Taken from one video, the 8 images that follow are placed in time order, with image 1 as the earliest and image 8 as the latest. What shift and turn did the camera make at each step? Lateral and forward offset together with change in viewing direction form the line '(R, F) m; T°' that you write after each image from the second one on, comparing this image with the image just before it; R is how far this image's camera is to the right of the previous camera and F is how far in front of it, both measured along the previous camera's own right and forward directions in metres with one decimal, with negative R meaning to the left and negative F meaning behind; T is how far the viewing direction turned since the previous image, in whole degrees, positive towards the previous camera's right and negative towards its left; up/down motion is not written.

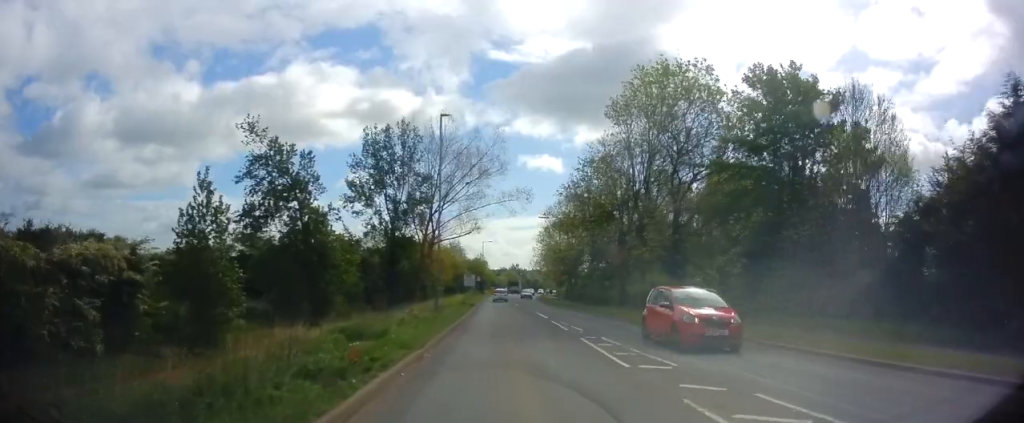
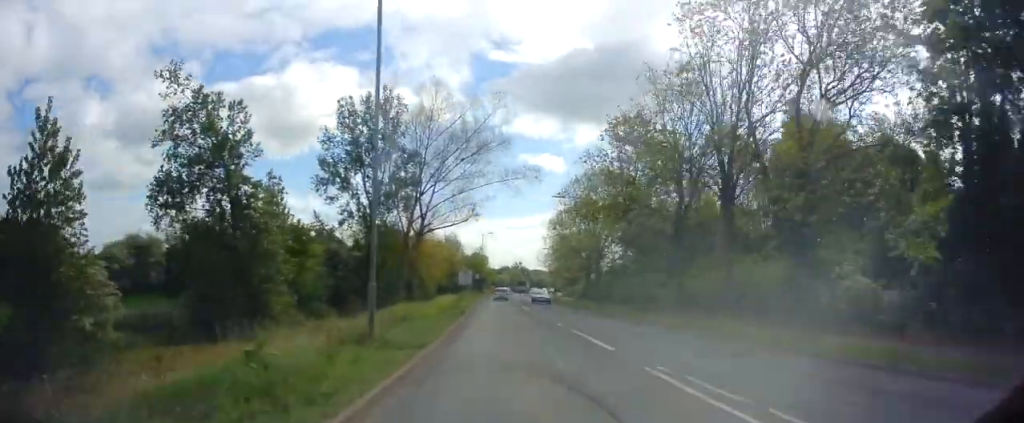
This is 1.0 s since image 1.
(0.0, +14.8) m; 0°
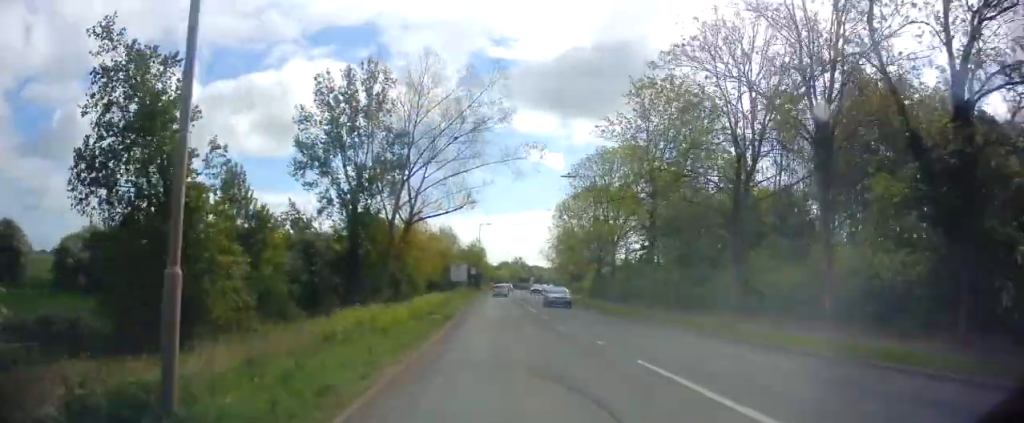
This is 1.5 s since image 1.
(0.0, +8.3) m; +1°
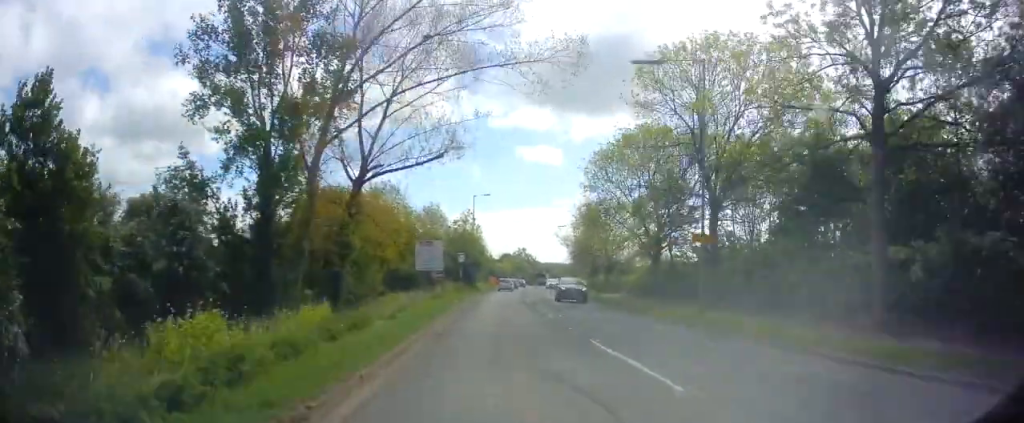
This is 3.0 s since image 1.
(+0.4, +23.9) m; -1°
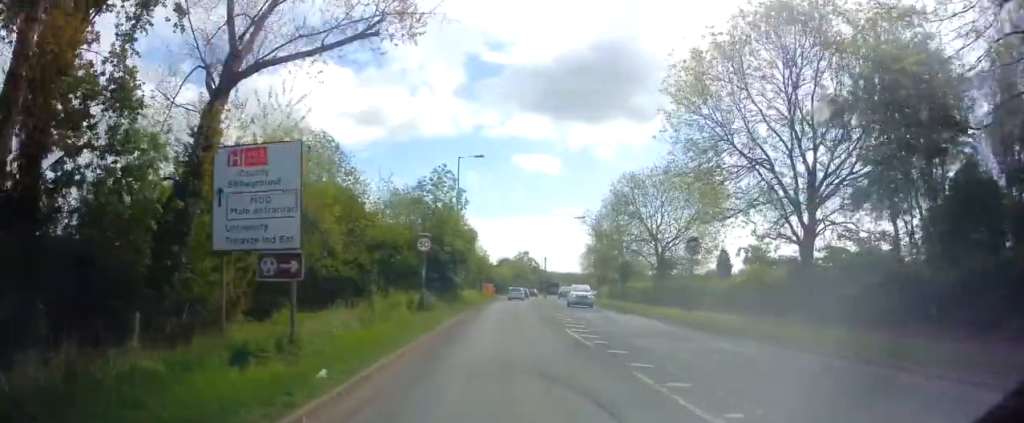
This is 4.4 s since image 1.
(-0.4, +21.6) m; +1°
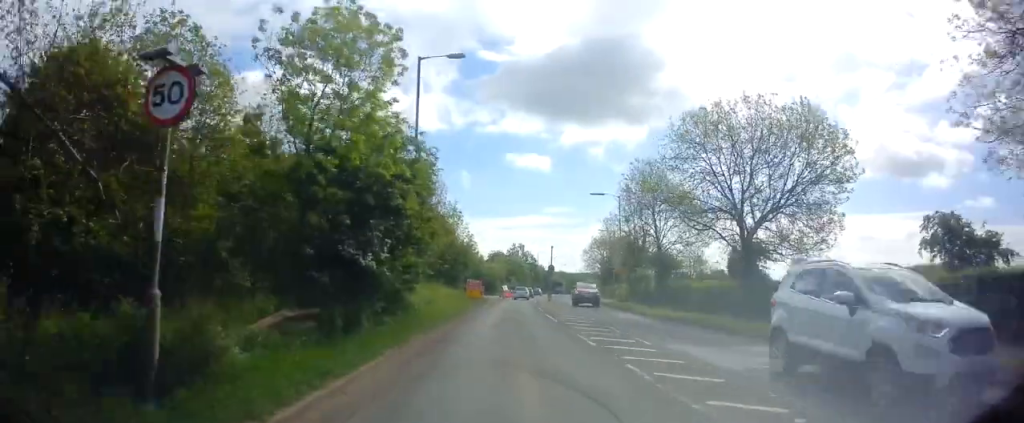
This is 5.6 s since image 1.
(+0.1, +17.2) m; +1°
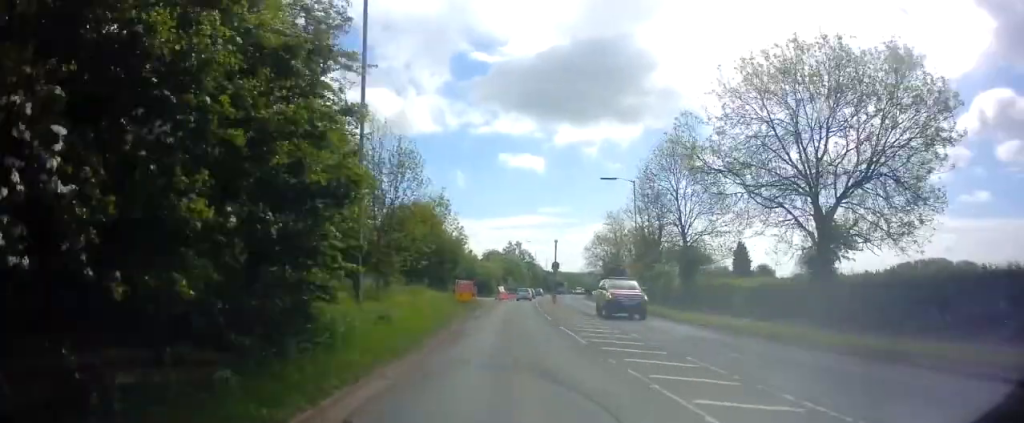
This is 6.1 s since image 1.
(0.0, +7.6) m; 0°
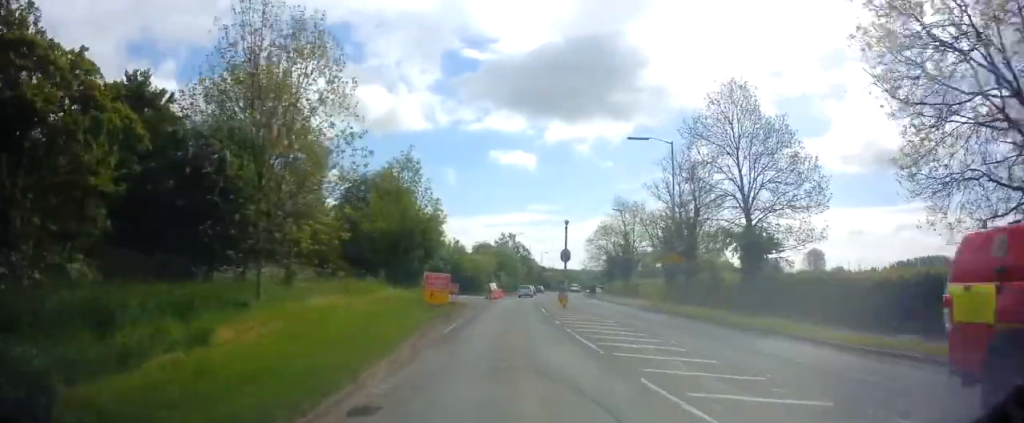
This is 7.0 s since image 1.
(+0.3, +11.5) m; 0°
